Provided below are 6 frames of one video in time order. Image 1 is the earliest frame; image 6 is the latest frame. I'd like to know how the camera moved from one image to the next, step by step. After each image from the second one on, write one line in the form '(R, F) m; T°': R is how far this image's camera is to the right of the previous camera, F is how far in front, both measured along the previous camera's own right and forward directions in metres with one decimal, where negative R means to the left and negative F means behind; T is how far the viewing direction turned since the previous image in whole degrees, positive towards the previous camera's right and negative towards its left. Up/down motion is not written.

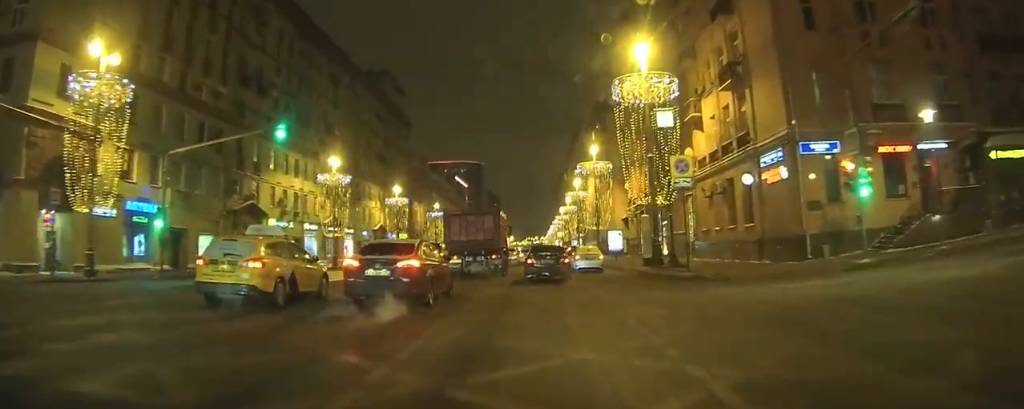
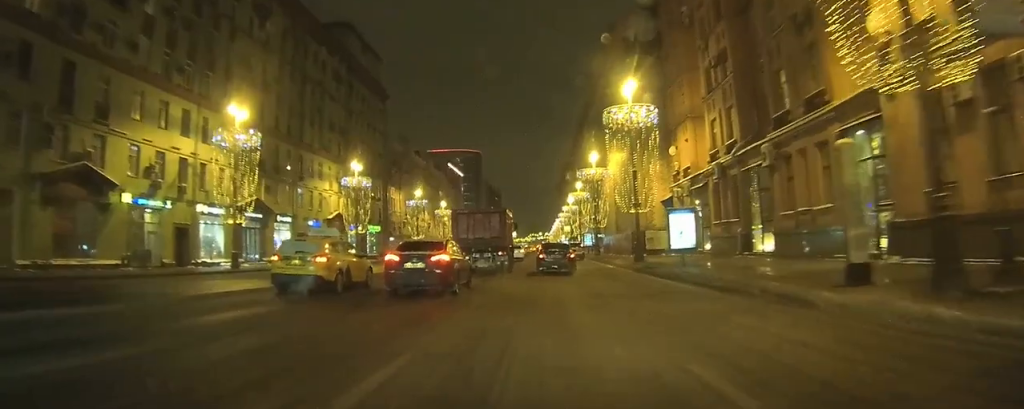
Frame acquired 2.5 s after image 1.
(+1.3, +23.7) m; +3°
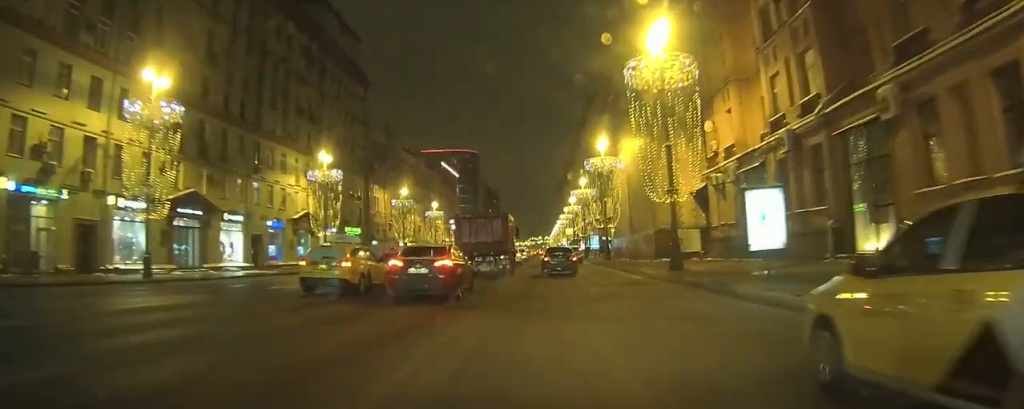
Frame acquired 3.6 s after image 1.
(0.0, +10.8) m; 0°
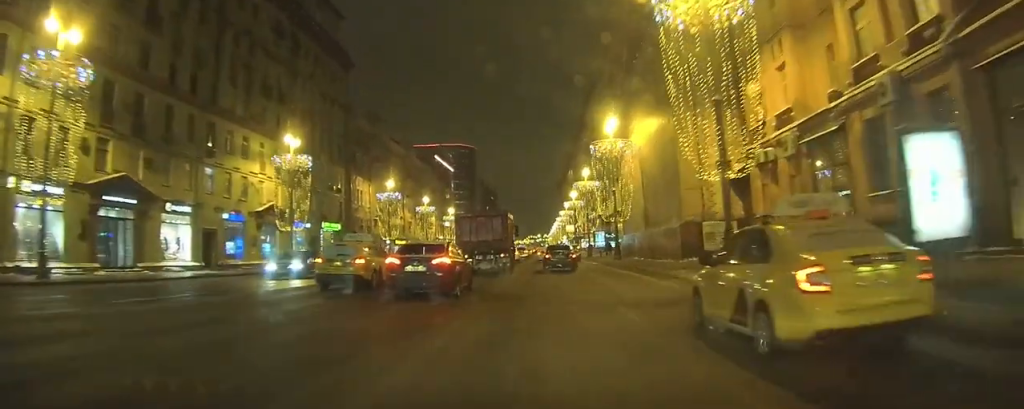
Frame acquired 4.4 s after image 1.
(0.0, +8.4) m; 0°
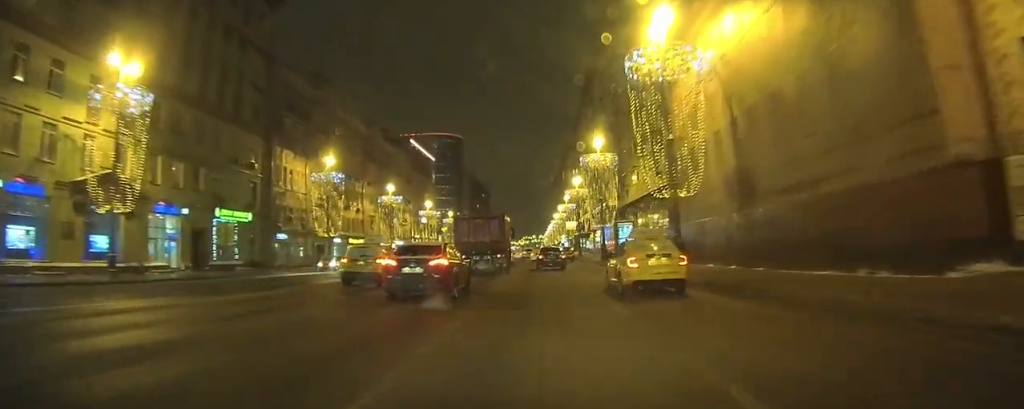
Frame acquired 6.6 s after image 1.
(-0.1, +23.9) m; -1°
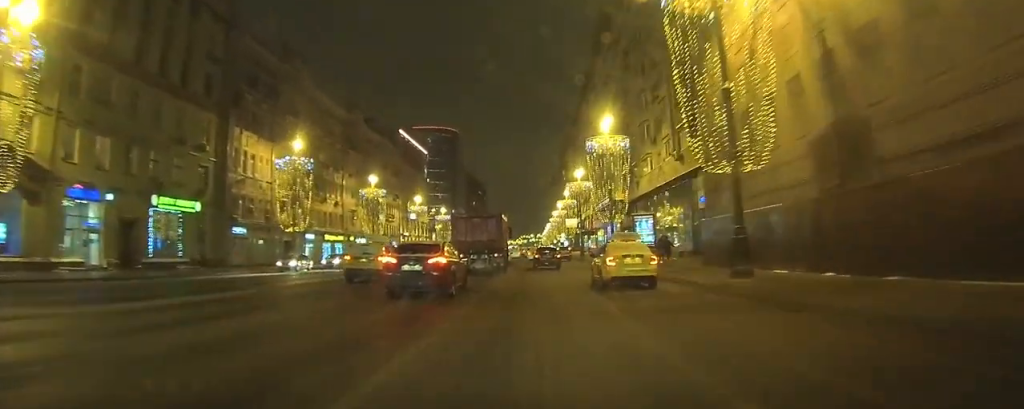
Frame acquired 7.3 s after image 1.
(0.0, +8.6) m; -1°
